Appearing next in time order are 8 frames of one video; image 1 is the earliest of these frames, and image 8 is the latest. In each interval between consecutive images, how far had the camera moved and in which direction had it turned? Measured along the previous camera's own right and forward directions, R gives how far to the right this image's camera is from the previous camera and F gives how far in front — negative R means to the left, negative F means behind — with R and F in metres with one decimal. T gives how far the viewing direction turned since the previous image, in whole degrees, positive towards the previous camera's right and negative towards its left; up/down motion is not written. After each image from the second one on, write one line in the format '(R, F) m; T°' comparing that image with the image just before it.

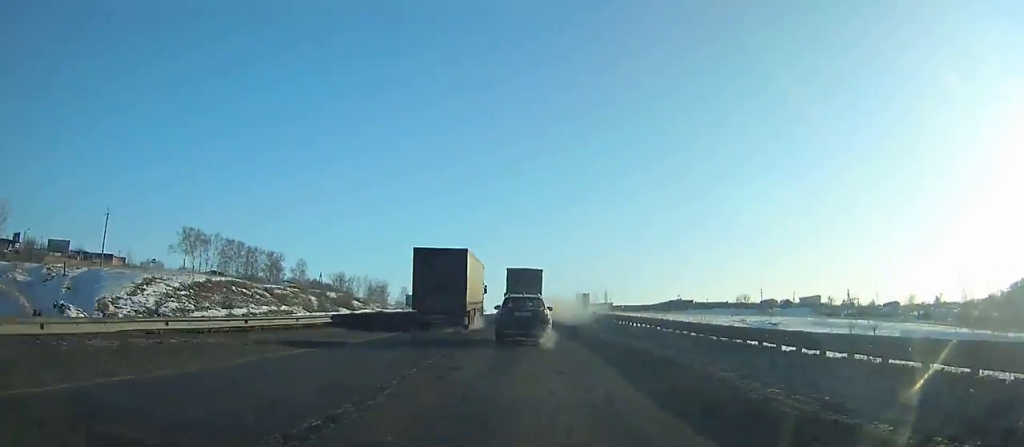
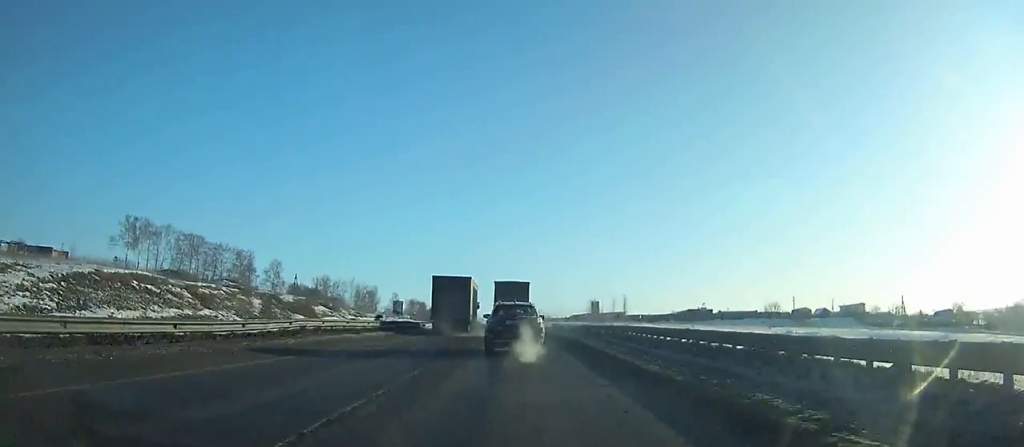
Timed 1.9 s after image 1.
(+0.2, +27.0) m; -1°
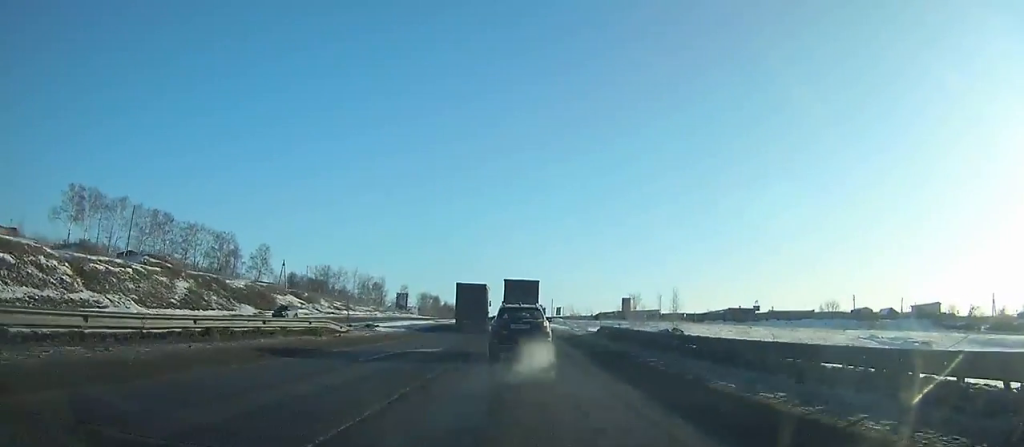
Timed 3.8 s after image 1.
(-0.4, +27.2) m; -1°
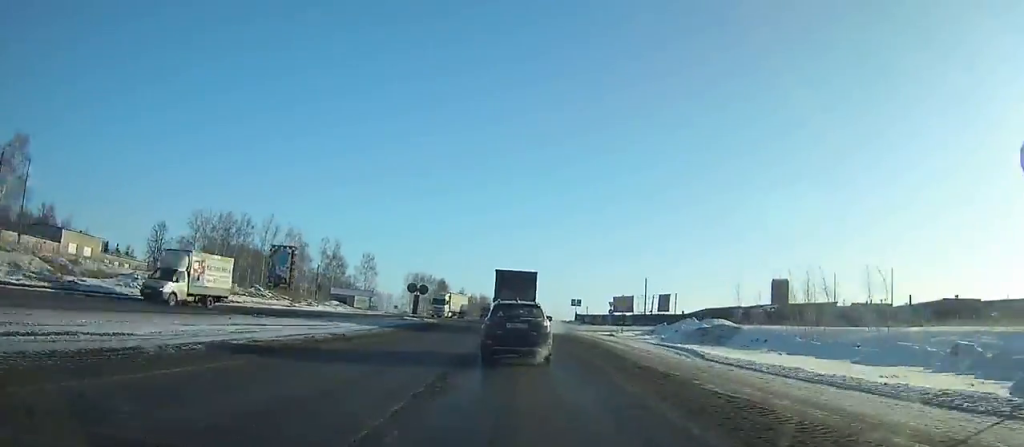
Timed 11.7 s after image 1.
(-5.0, +111.1) m; -5°
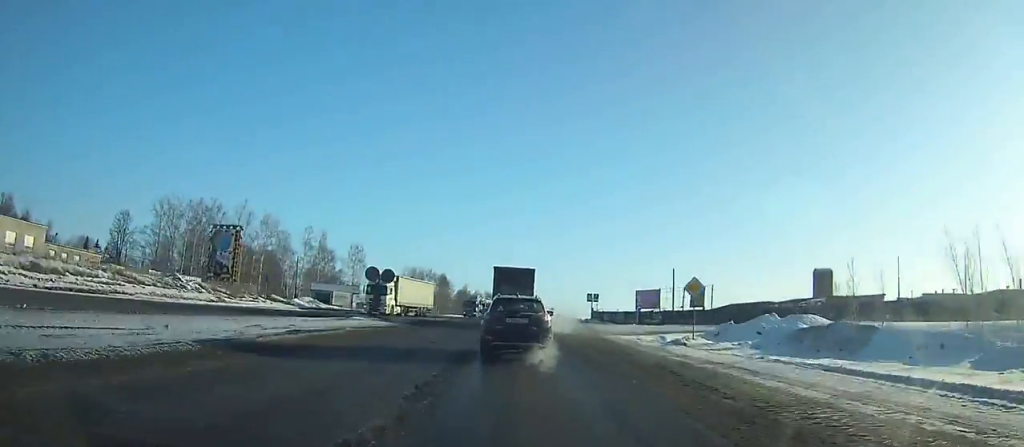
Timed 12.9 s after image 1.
(-0.2, +16.2) m; -1°
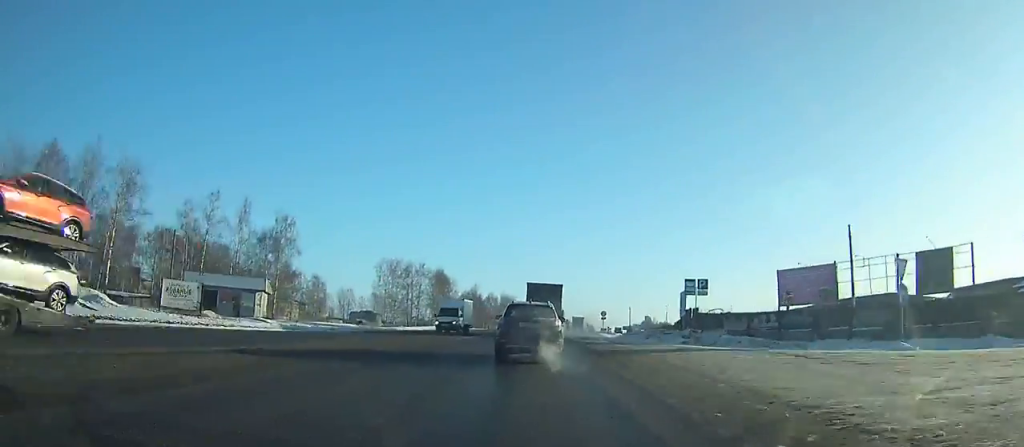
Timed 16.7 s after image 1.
(-0.9, +51.1) m; -1°
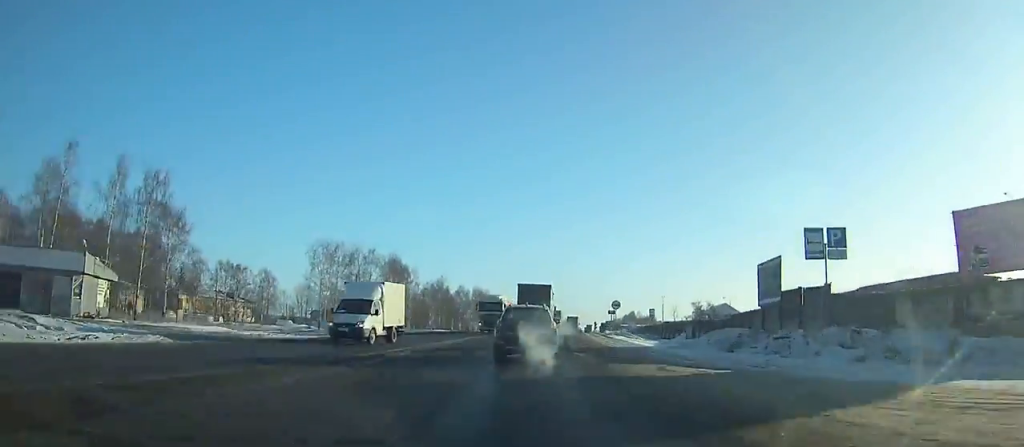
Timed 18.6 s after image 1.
(+0.2, +25.9) m; +1°
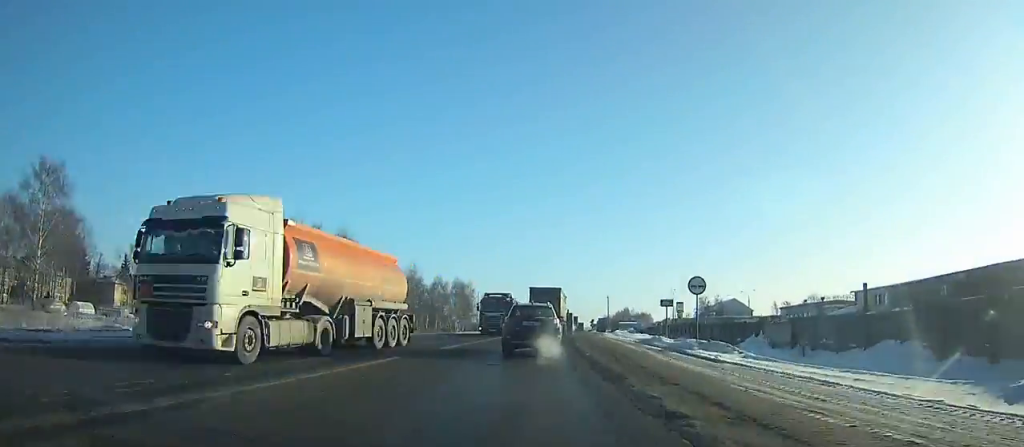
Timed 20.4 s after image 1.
(0.0, +24.8) m; +2°
